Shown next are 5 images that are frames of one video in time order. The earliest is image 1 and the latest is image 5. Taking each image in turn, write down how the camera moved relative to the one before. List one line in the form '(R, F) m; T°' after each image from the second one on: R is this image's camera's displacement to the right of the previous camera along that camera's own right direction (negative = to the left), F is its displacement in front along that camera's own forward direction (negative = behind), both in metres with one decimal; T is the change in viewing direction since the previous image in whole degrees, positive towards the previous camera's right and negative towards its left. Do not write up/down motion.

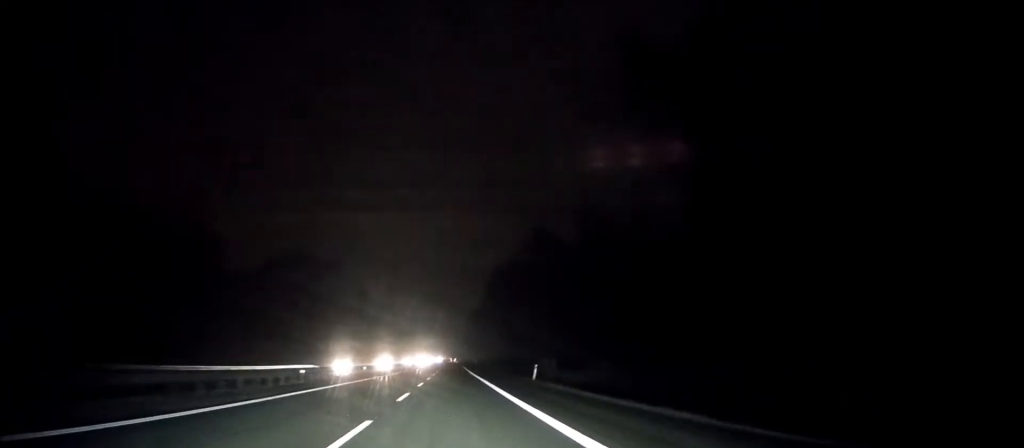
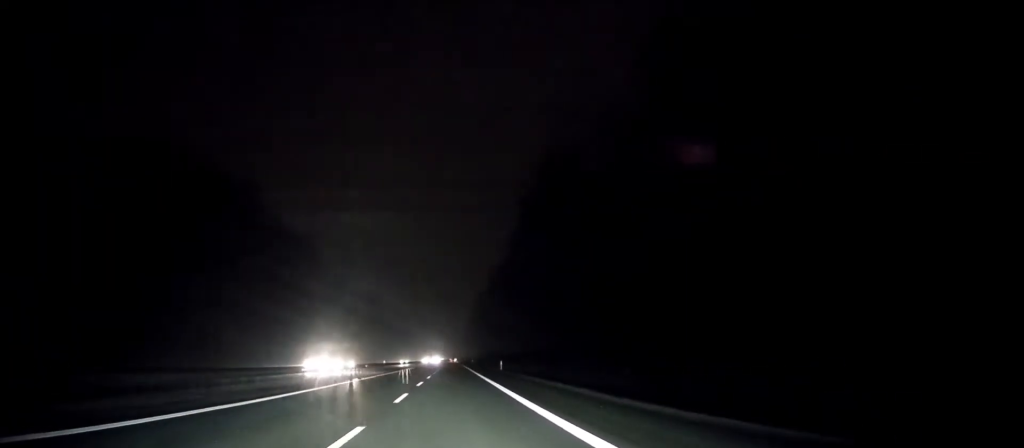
(+0.3, +71.4) m; 0°
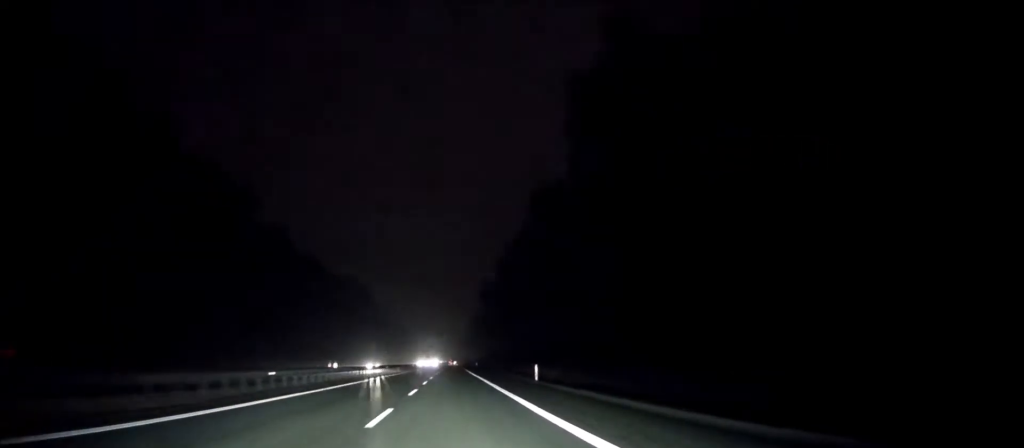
(-0.1, +29.9) m; 0°
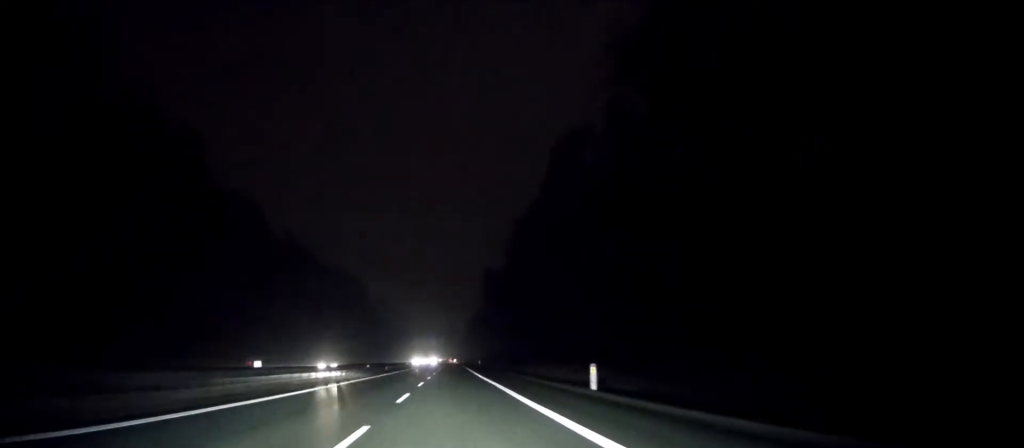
(0.0, +15.9) m; 0°
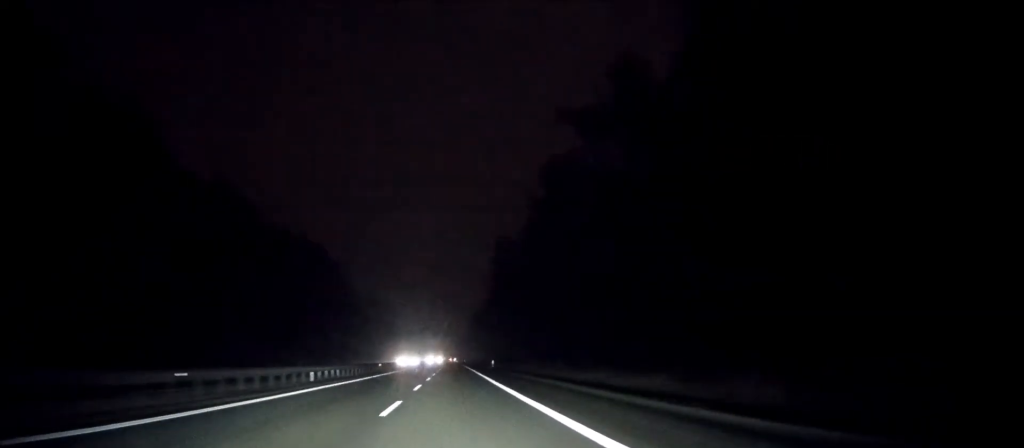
(-0.3, +39.9) m; 0°
